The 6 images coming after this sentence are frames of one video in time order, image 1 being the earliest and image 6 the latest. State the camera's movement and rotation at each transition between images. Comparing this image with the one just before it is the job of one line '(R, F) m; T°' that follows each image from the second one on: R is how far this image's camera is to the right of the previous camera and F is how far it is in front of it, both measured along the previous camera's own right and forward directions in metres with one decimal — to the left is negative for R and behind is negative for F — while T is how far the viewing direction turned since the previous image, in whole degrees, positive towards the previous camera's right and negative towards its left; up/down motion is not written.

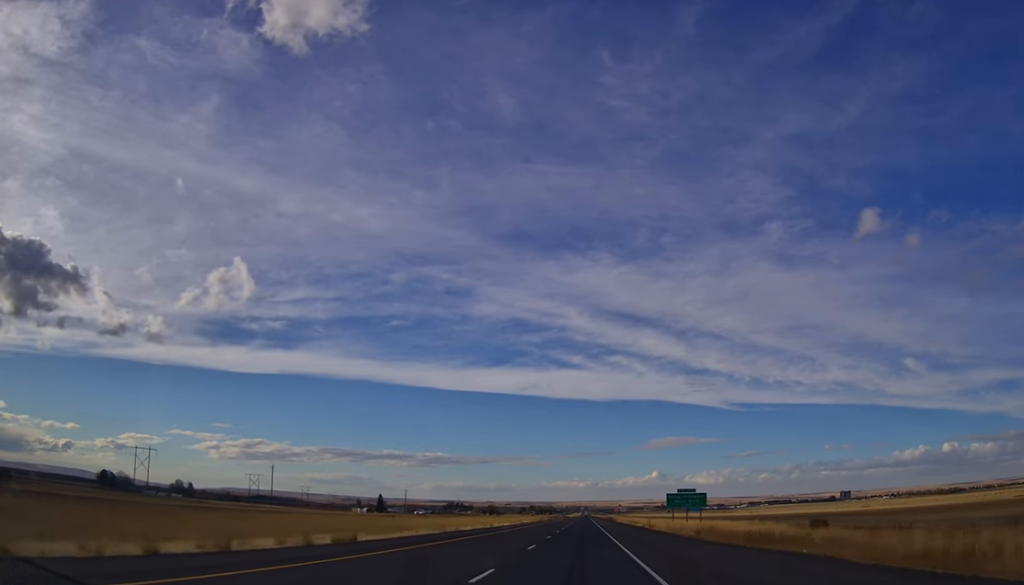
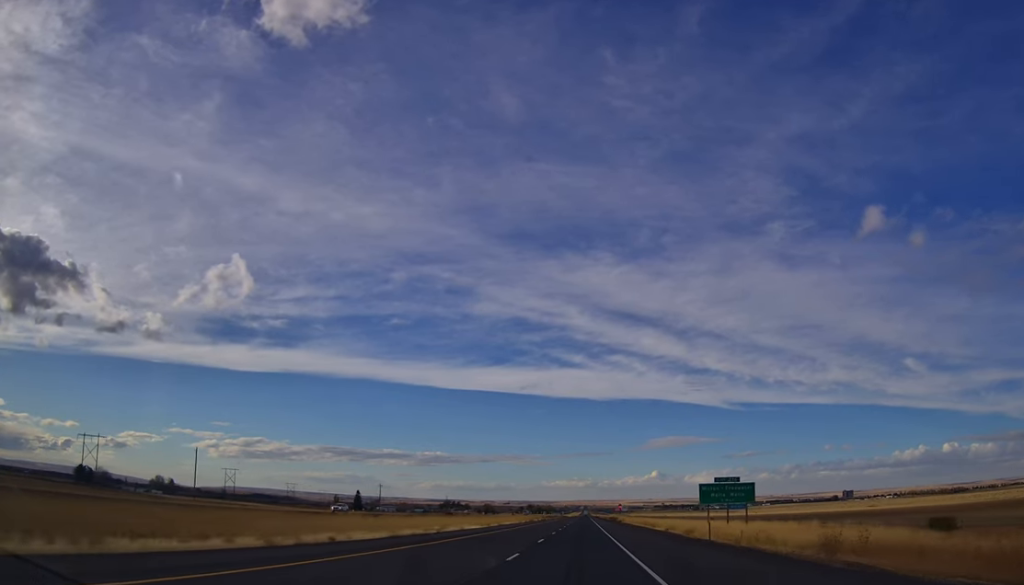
(-0.1, +30.9) m; 0°
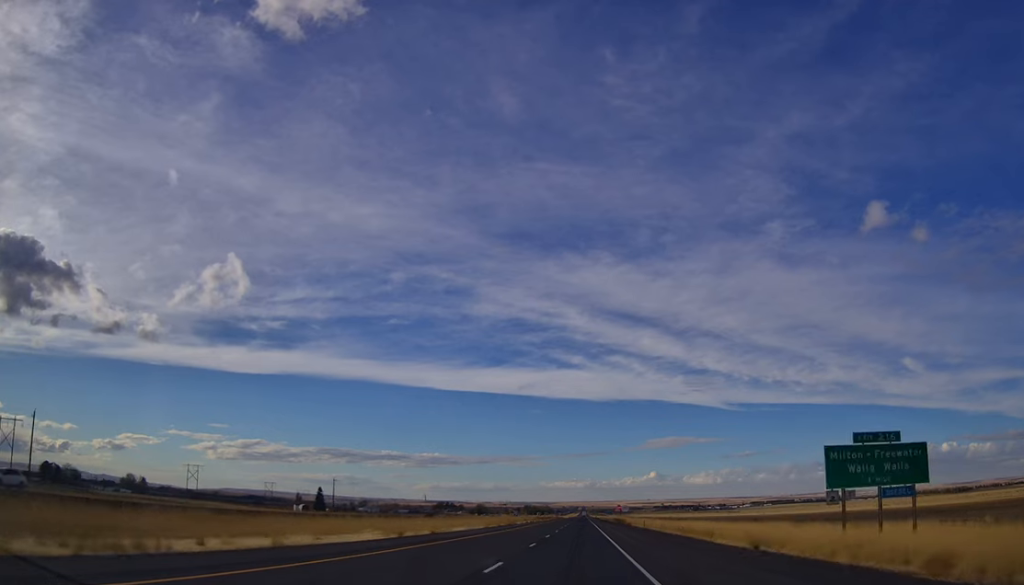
(+0.6, +40.3) m; 0°
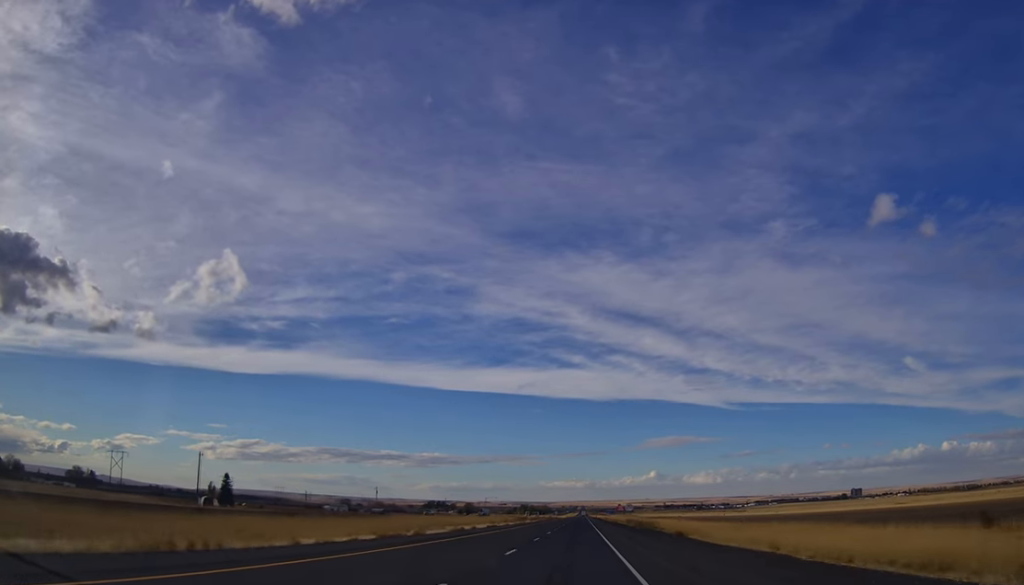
(-0.6, +67.6) m; 0°
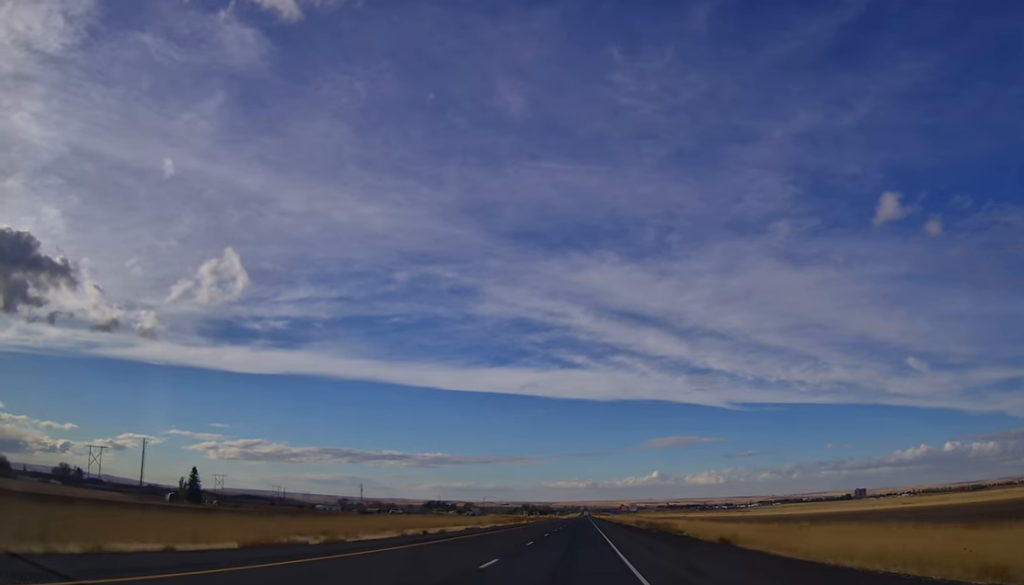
(-0.1, +17.8) m; 0°
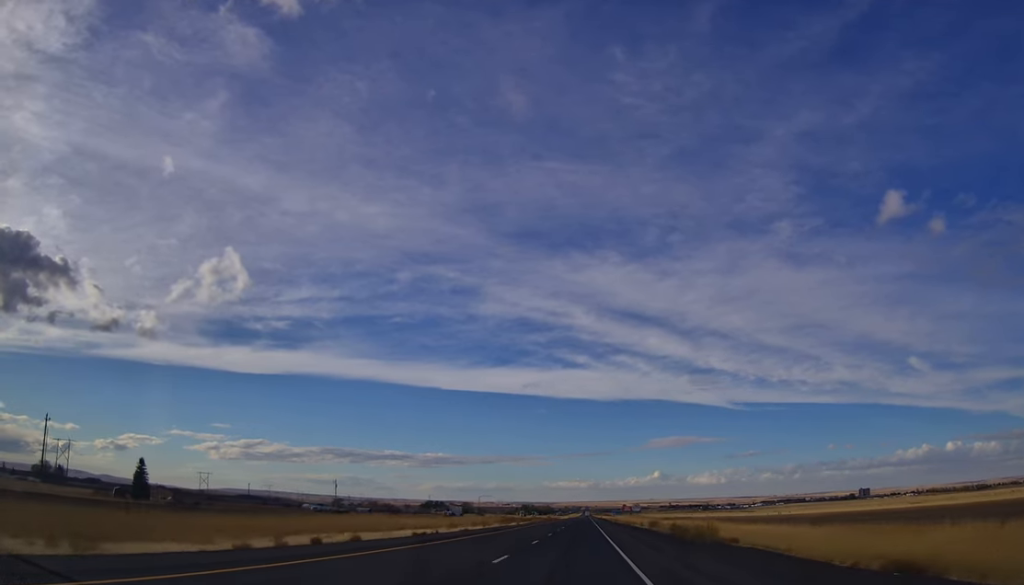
(0.0, +23.0) m; 0°
